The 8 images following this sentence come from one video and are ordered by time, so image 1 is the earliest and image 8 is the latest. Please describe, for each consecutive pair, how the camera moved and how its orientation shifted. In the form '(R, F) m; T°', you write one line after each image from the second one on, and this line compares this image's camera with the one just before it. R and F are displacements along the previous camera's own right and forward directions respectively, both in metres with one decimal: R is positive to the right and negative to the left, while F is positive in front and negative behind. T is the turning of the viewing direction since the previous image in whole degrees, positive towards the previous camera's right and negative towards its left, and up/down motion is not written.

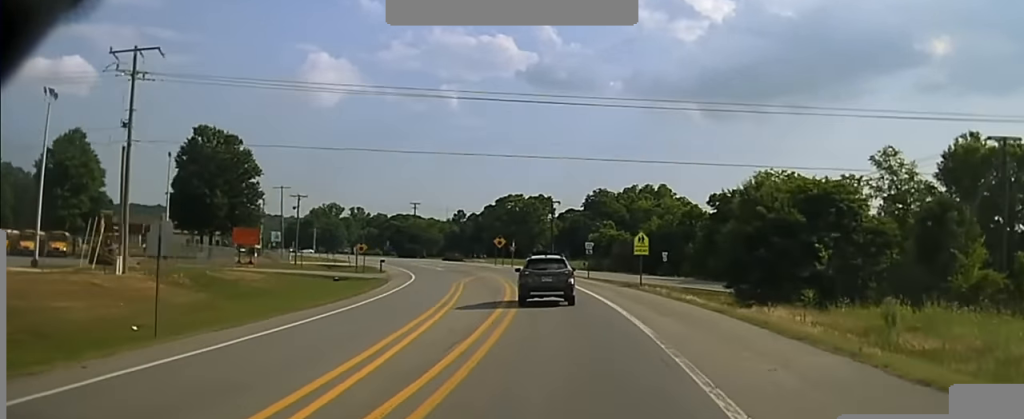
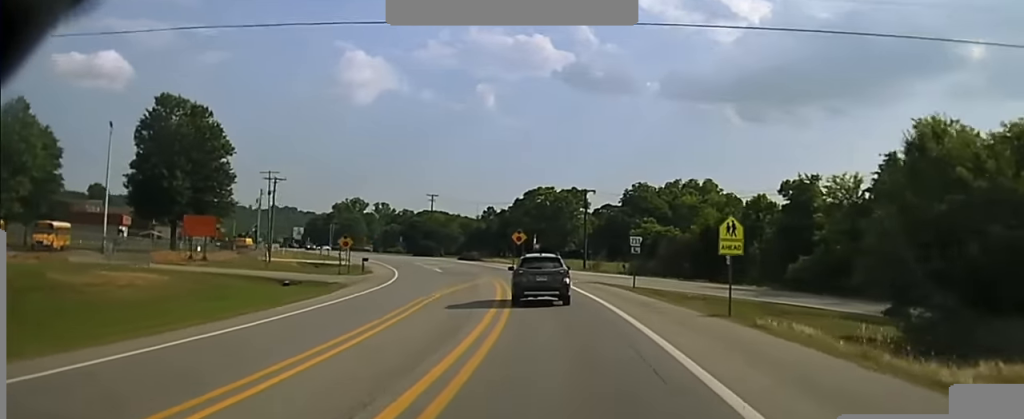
(-0.7, +23.5) m; -3°
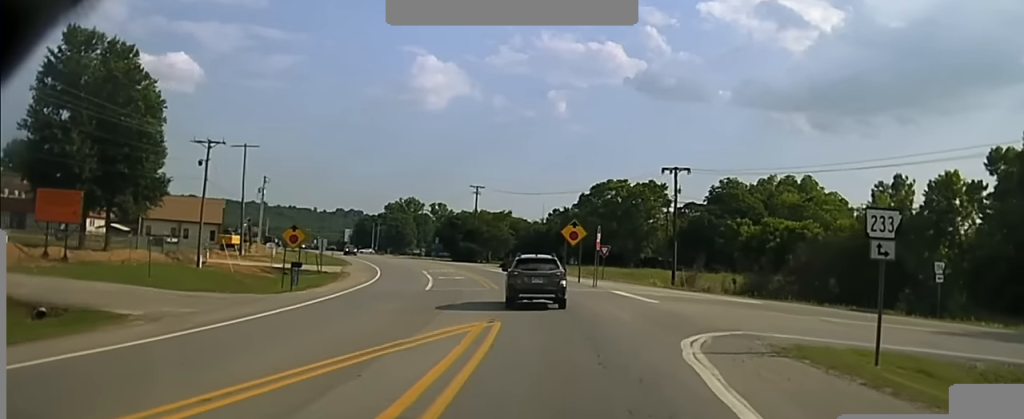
(-1.4, +34.8) m; -5°
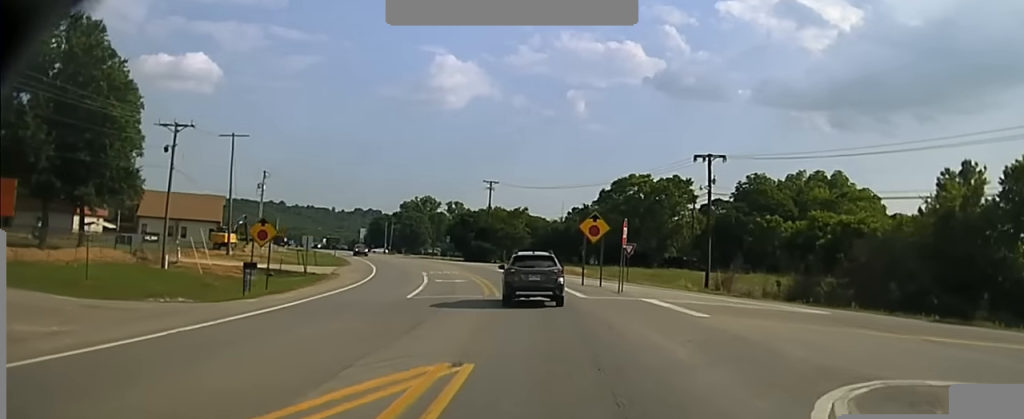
(-0.1, +7.4) m; -2°
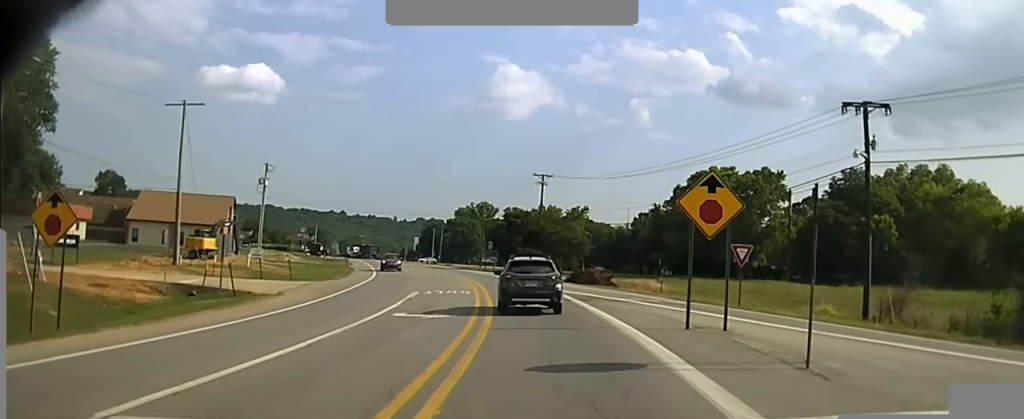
(-0.9, +21.7) m; -5°
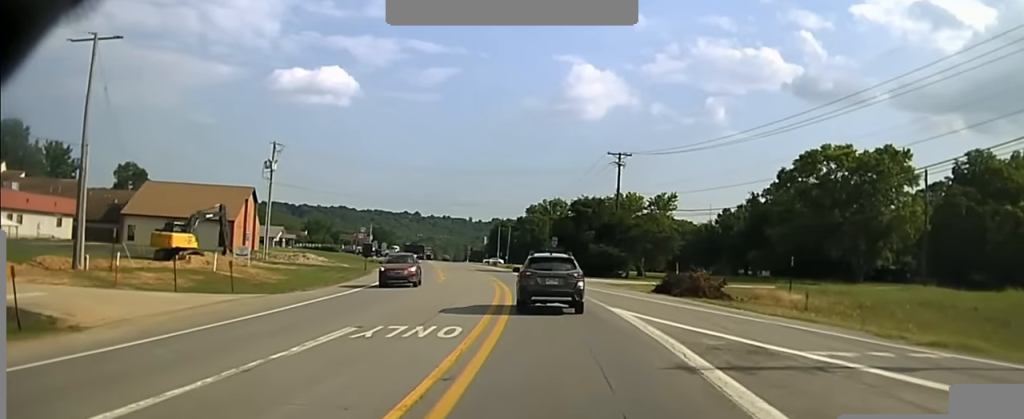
(-0.8, +23.1) m; -4°
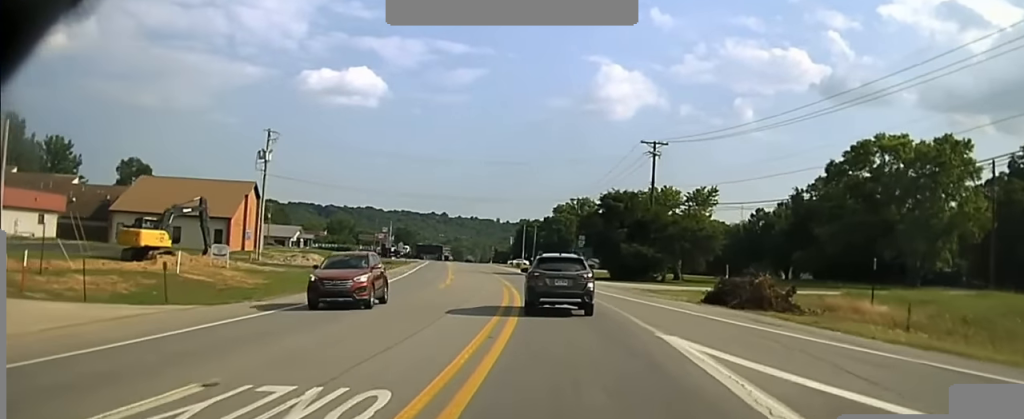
(-0.1, +9.9) m; -1°
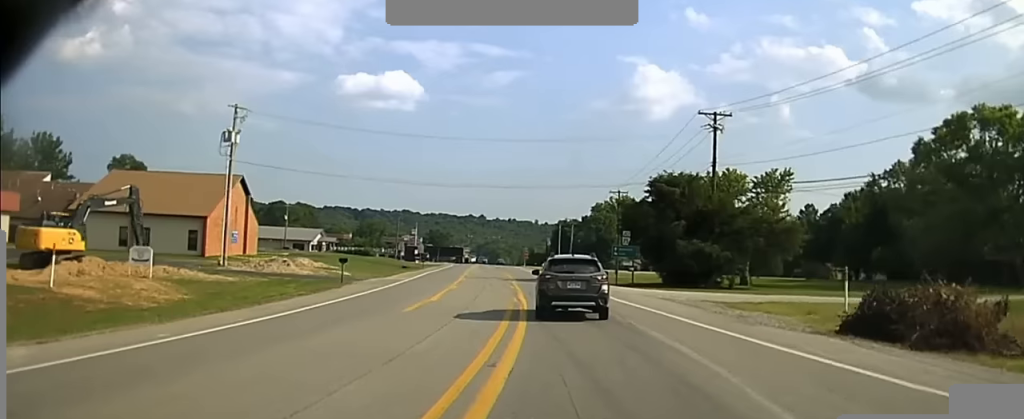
(-0.4, +17.7) m; -3°
